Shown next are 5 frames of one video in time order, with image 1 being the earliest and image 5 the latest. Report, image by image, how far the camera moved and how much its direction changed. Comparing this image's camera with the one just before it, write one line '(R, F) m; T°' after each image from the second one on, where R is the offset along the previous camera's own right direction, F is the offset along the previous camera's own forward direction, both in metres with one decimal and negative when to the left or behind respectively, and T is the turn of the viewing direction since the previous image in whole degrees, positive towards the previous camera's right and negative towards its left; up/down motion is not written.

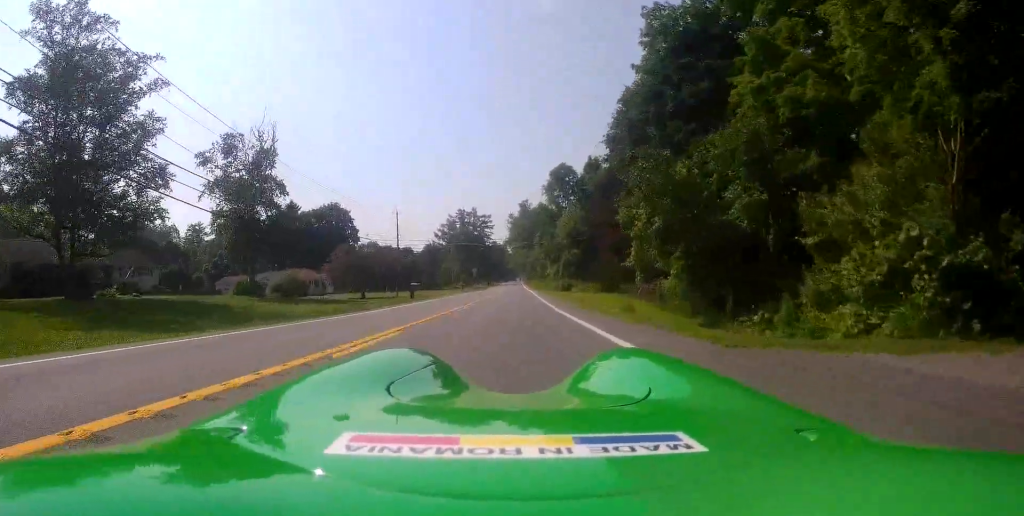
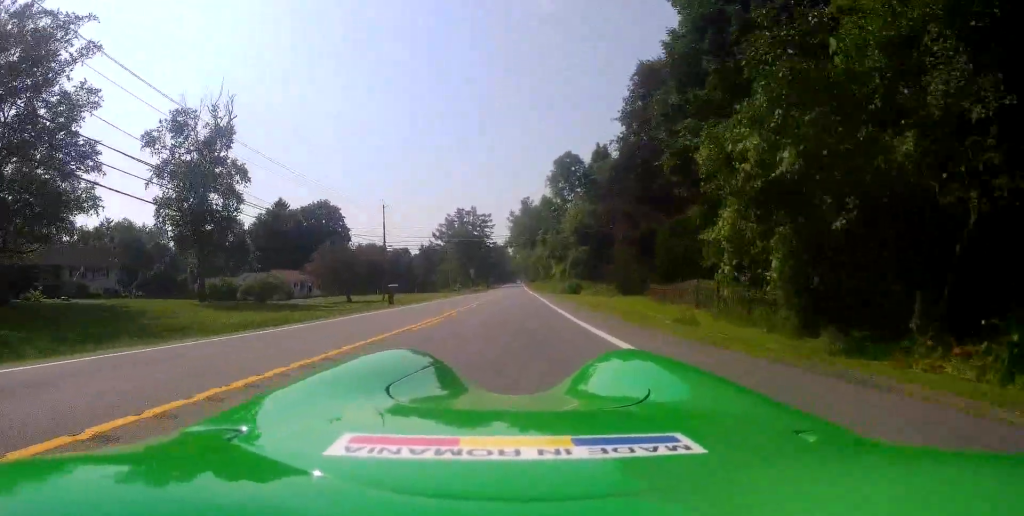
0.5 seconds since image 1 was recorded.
(+0.1, +7.6) m; 0°
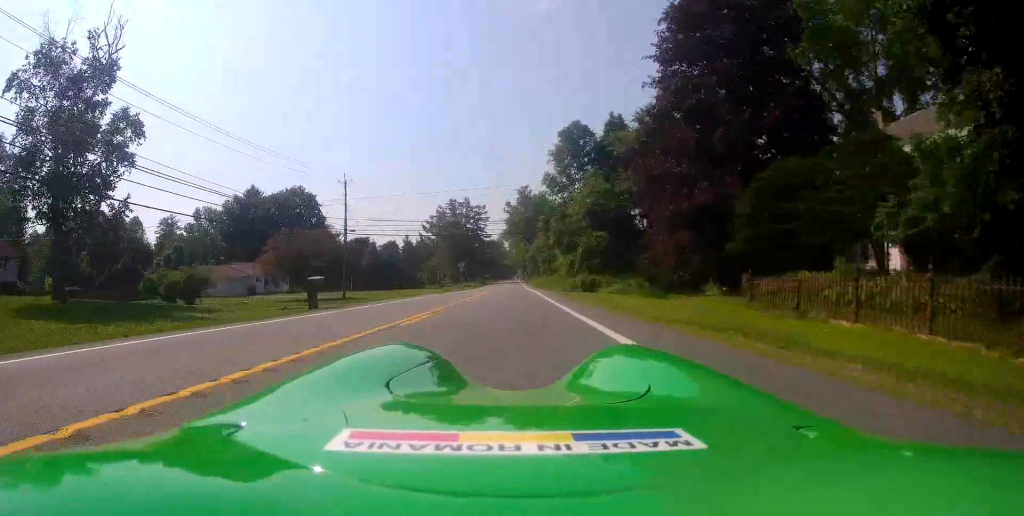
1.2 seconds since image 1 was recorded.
(+0.3, +13.2) m; +1°
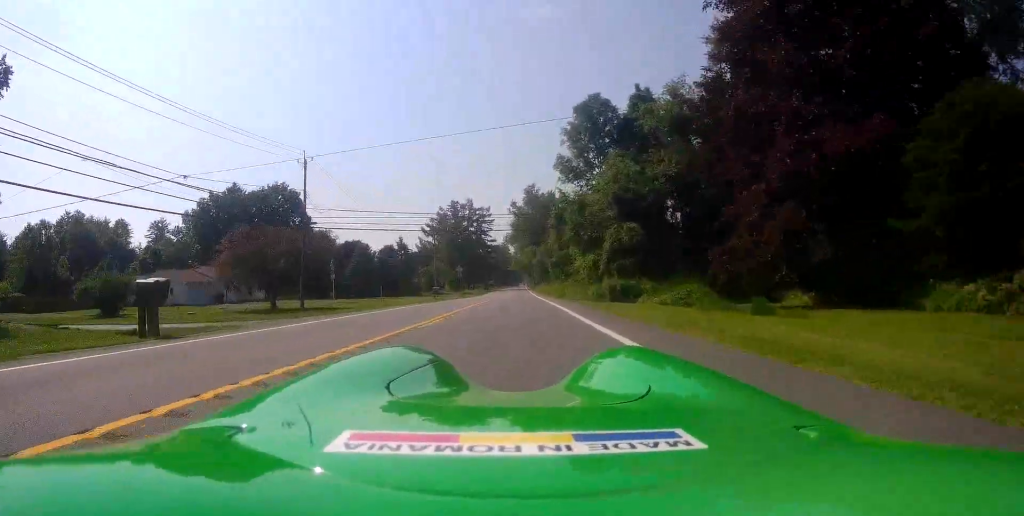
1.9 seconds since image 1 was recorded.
(-0.1, +11.2) m; 0°
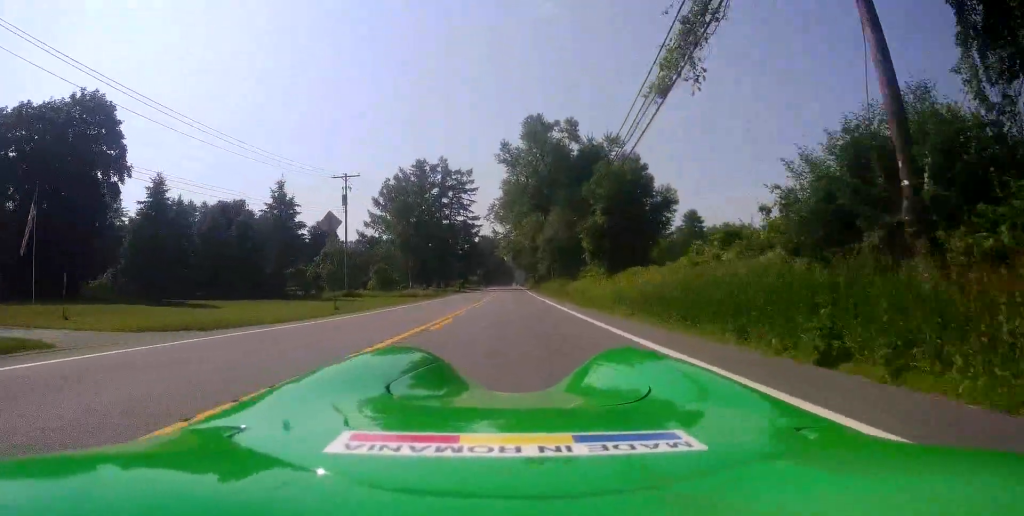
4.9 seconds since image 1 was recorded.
(+0.1, +49.7) m; 0°
